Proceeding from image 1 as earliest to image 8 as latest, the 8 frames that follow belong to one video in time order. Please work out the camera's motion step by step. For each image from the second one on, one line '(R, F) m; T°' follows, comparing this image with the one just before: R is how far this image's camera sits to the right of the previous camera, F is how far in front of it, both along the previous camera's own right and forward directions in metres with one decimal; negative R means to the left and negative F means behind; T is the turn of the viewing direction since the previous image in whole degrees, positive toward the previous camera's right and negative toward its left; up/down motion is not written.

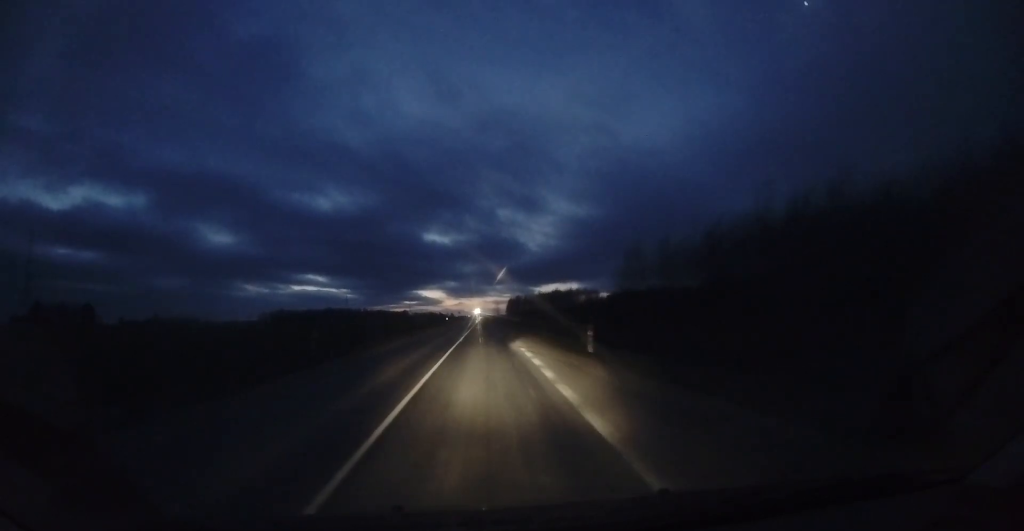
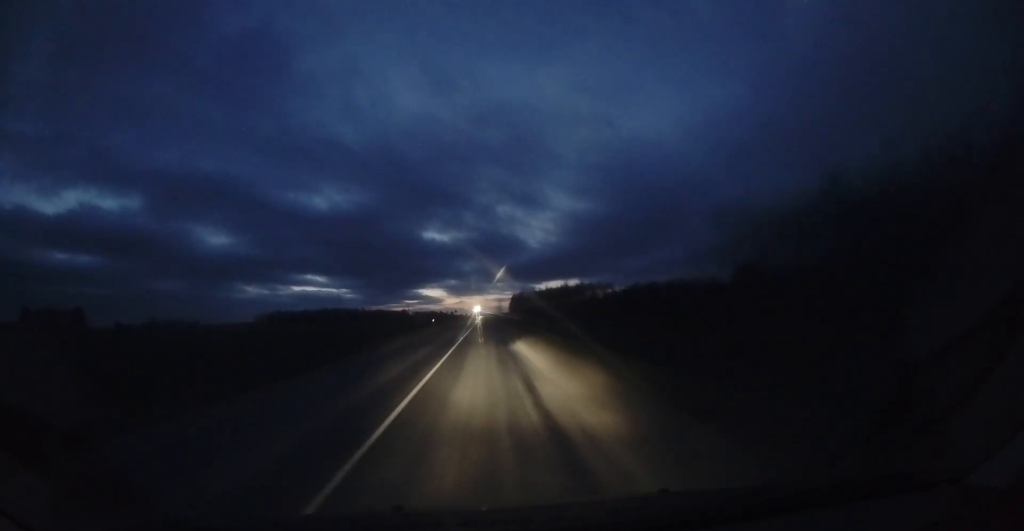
(-0.2, +16.7) m; -1°
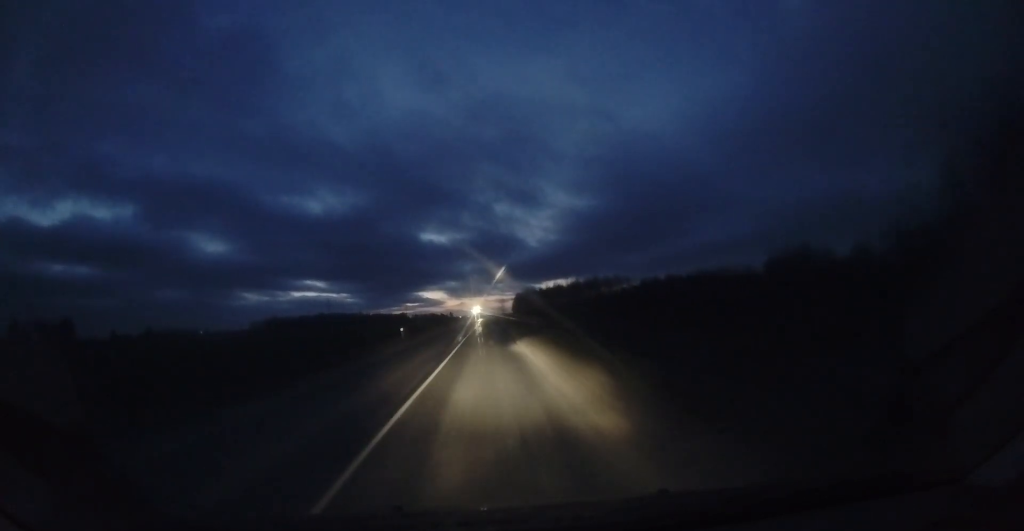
(-0.1, +17.2) m; -1°
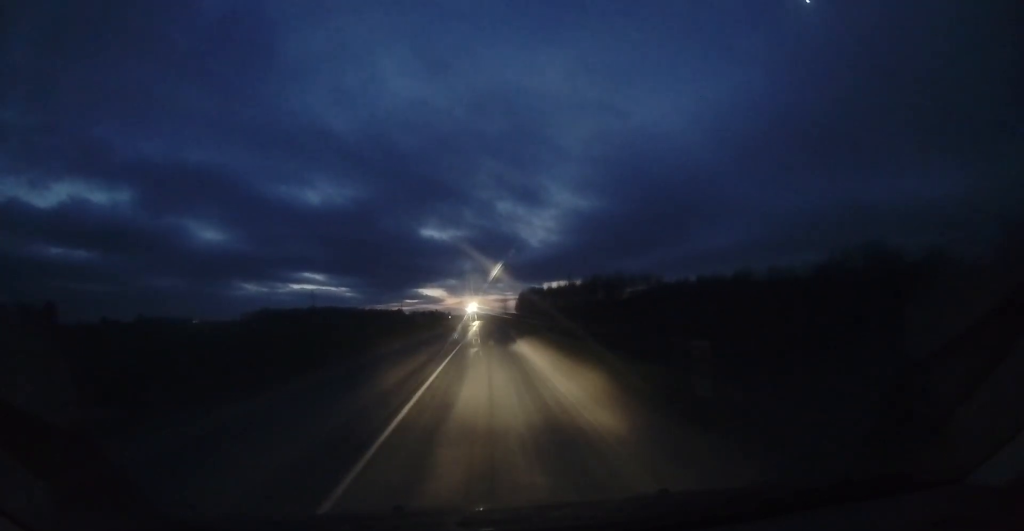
(-0.1, +21.9) m; 0°
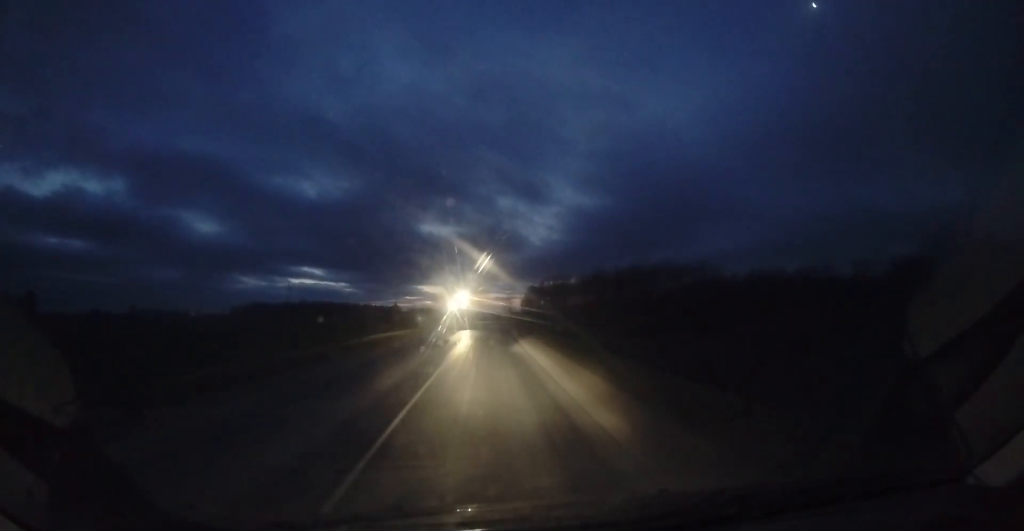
(+0.2, +25.9) m; +1°
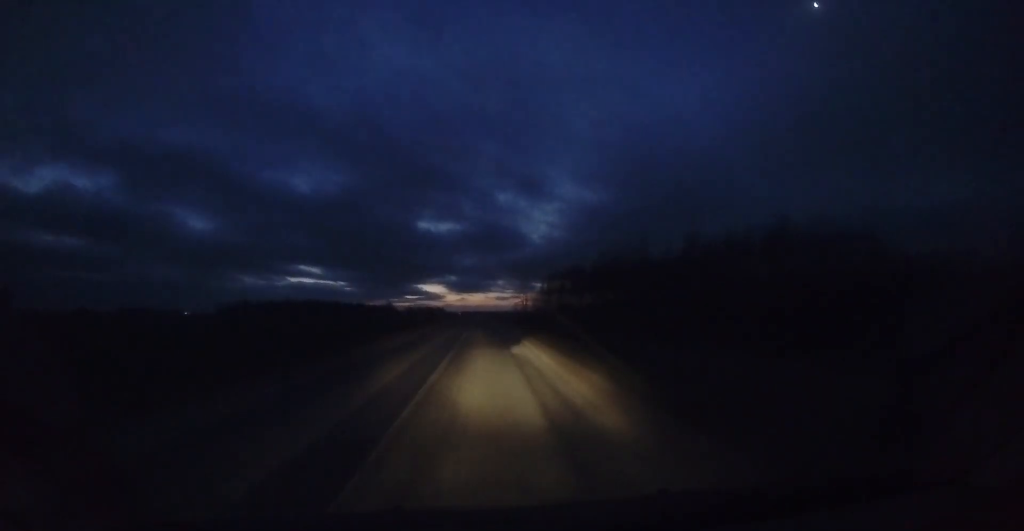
(+0.3, +38.0) m; 0°
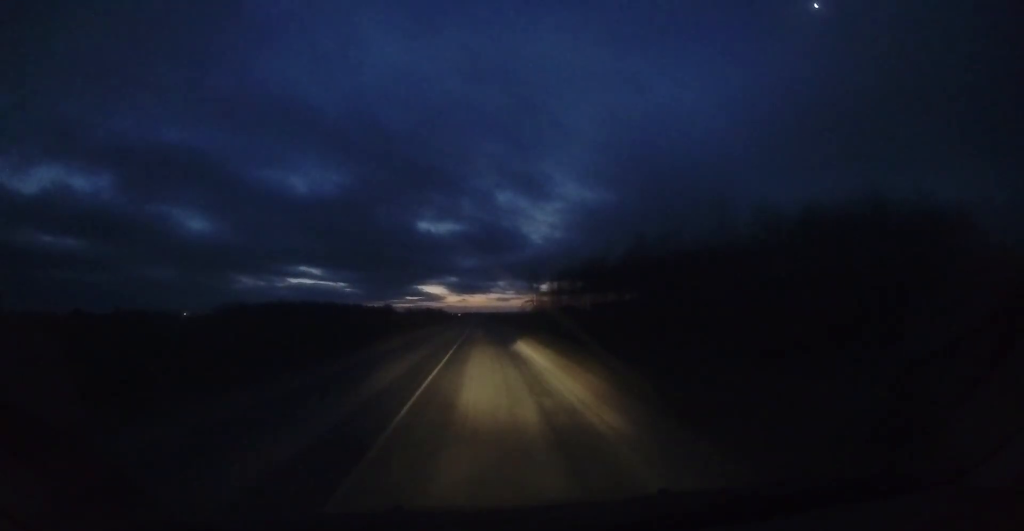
(0.0, +12.0) m; 0°
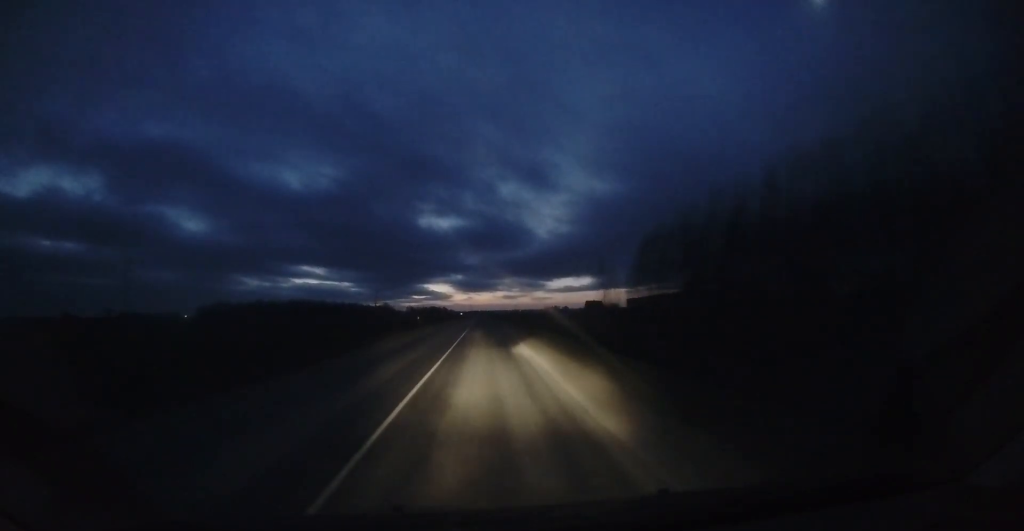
(-0.7, +48.8) m; -2°
